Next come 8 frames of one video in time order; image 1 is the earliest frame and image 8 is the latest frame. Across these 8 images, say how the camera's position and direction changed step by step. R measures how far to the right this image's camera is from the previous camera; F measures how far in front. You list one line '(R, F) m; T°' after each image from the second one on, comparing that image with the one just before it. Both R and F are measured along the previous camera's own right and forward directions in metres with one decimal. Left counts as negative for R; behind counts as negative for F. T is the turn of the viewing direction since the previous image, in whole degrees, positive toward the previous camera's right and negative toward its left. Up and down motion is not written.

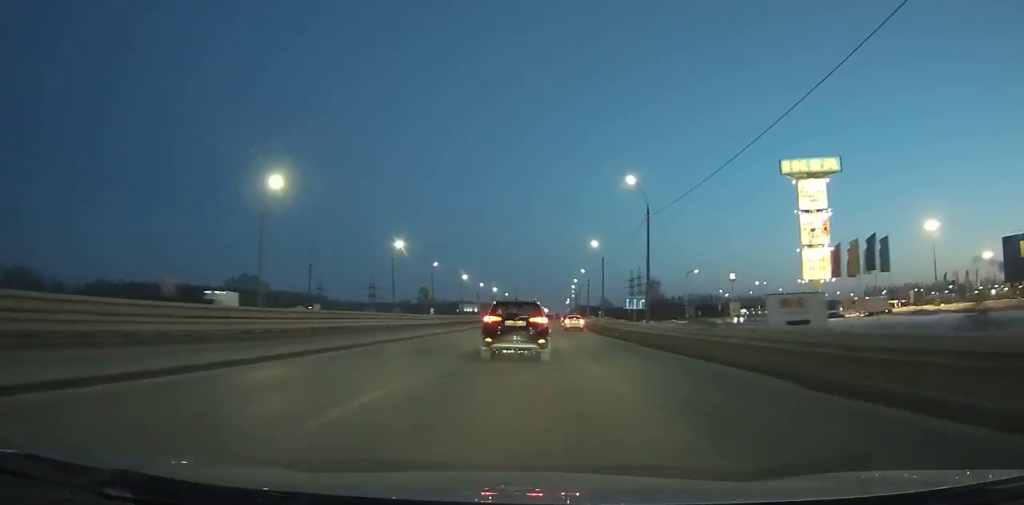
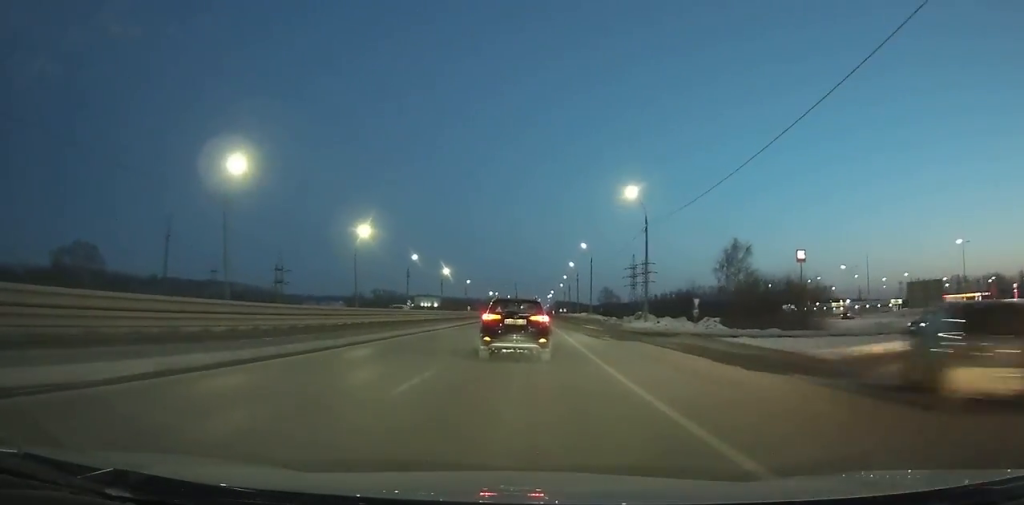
(+1.7, +81.2) m; +2°
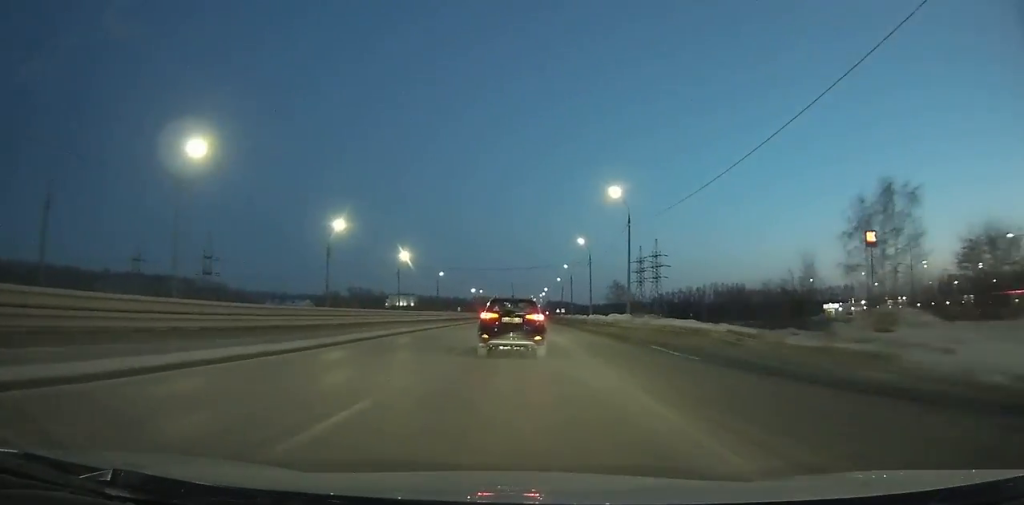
(+0.4, +40.6) m; 0°
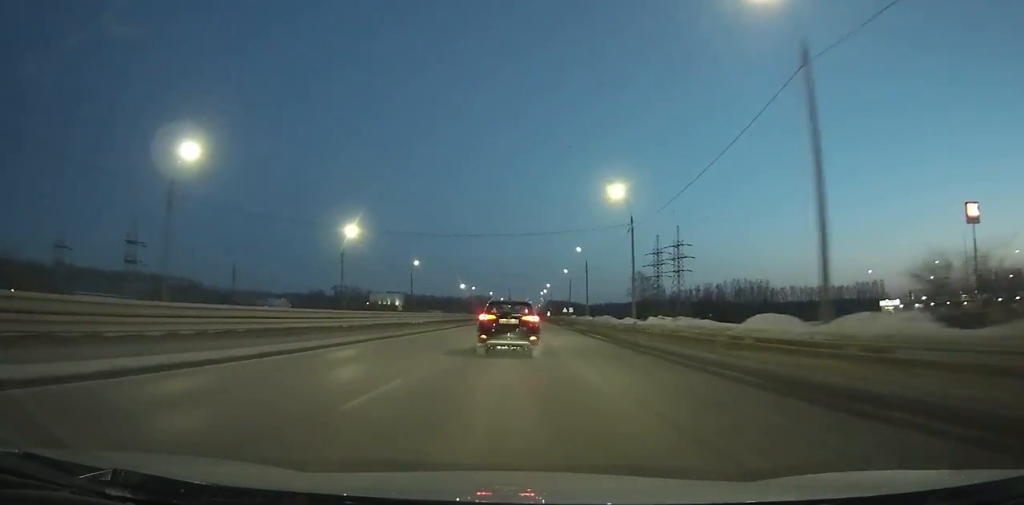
(0.0, +33.3) m; 0°
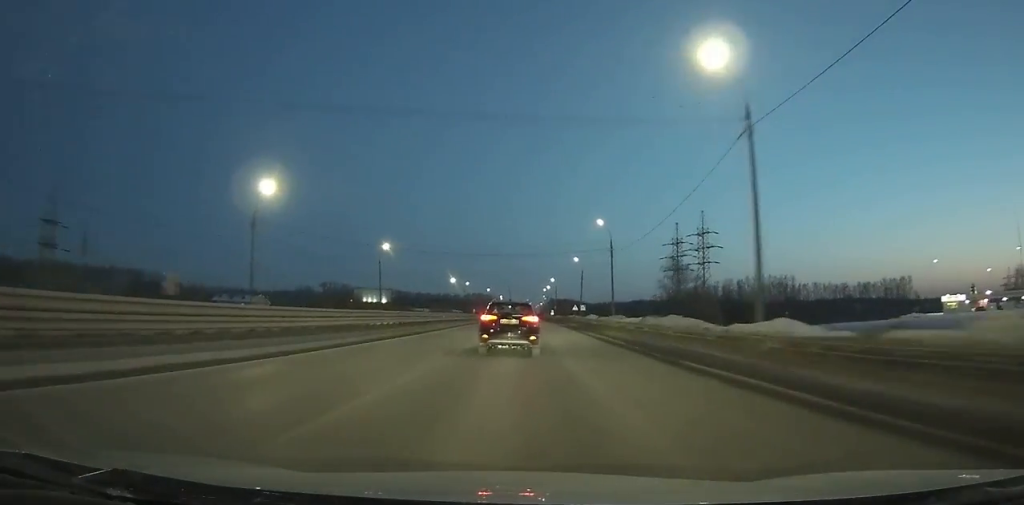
(-0.1, +26.0) m; 0°
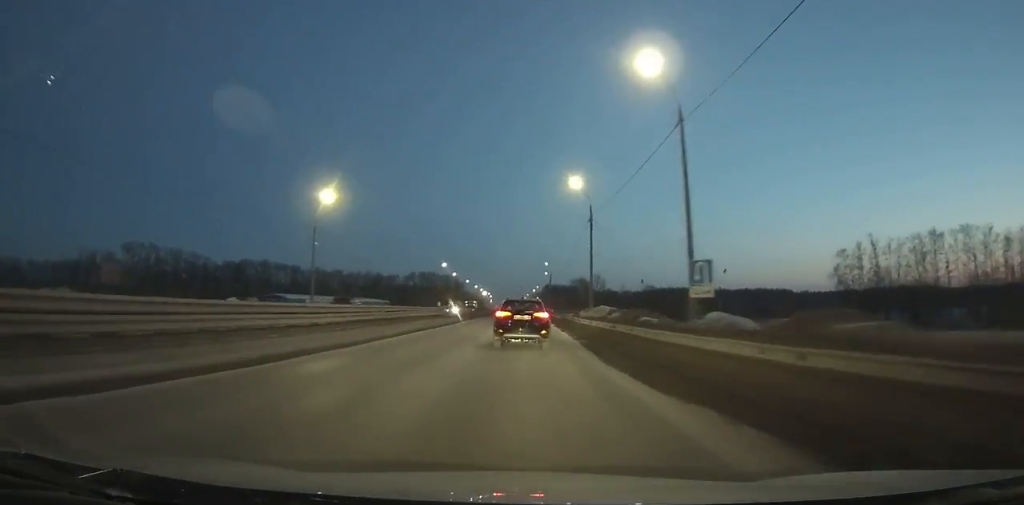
(+1.0, +185.4) m; 0°
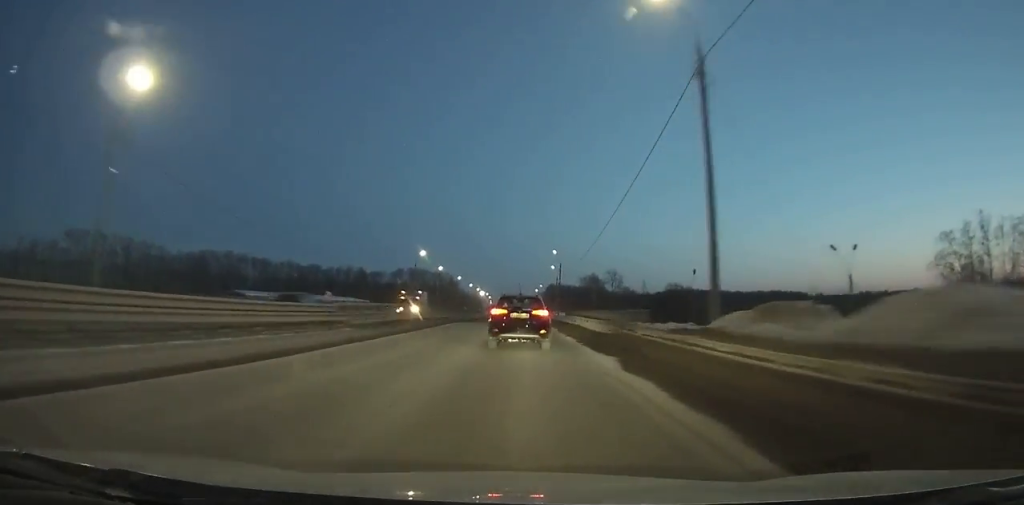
(-0.1, +29.8) m; 0°
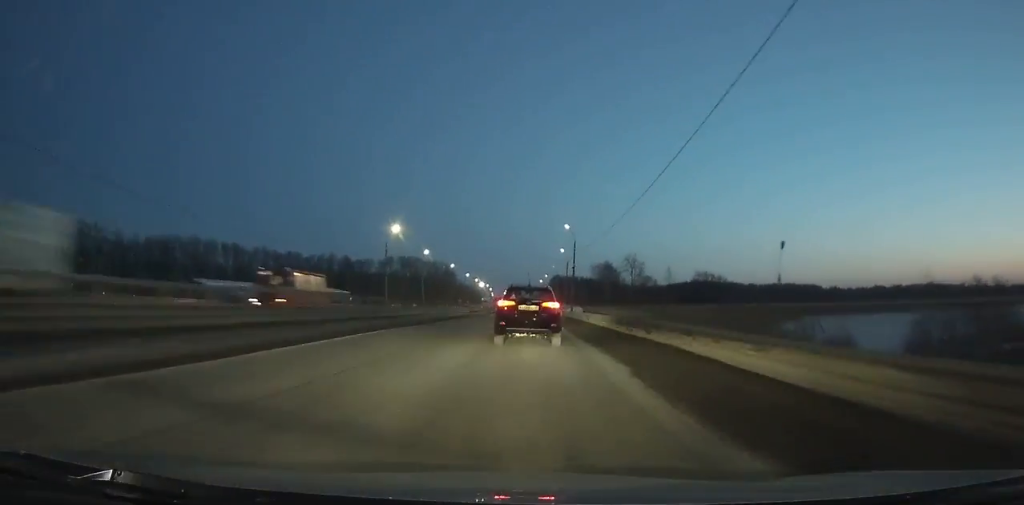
(0.0, +24.2) m; 0°
